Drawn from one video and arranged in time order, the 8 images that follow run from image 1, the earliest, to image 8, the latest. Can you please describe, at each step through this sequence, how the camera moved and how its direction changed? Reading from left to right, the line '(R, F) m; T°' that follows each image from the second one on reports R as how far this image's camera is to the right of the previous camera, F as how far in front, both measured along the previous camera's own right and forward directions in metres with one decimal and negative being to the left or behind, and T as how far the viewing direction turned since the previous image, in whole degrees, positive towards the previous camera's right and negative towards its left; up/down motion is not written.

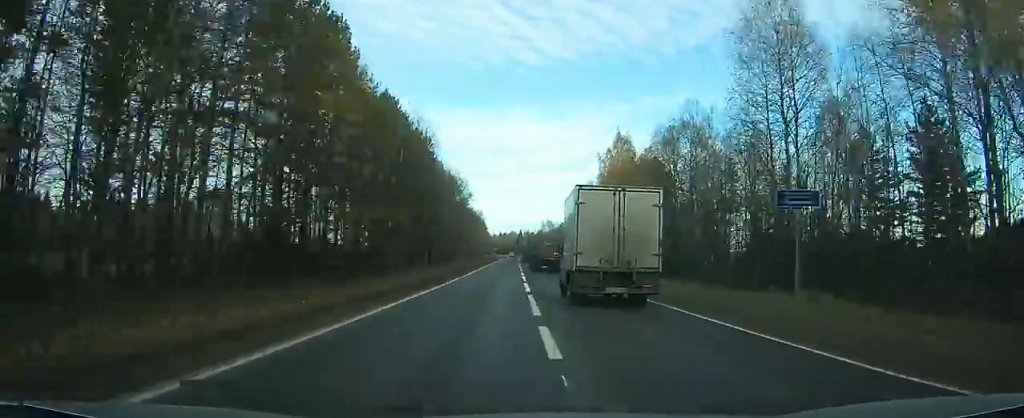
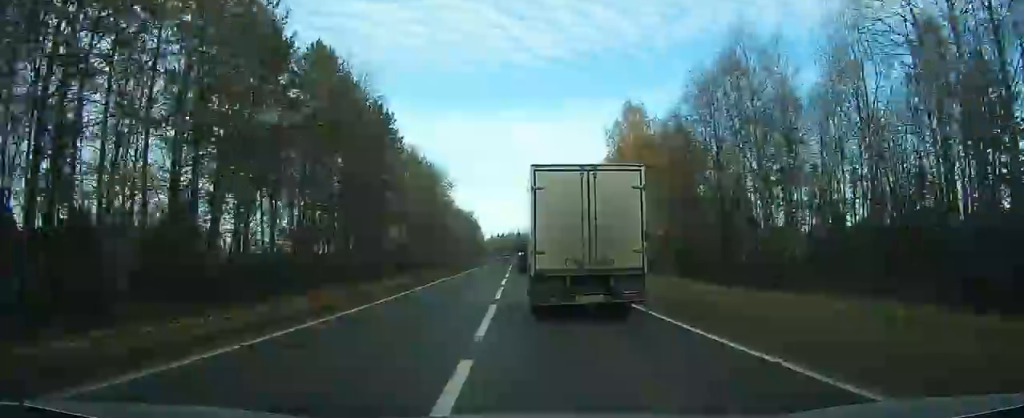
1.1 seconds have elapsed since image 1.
(+0.2, +19.8) m; +1°
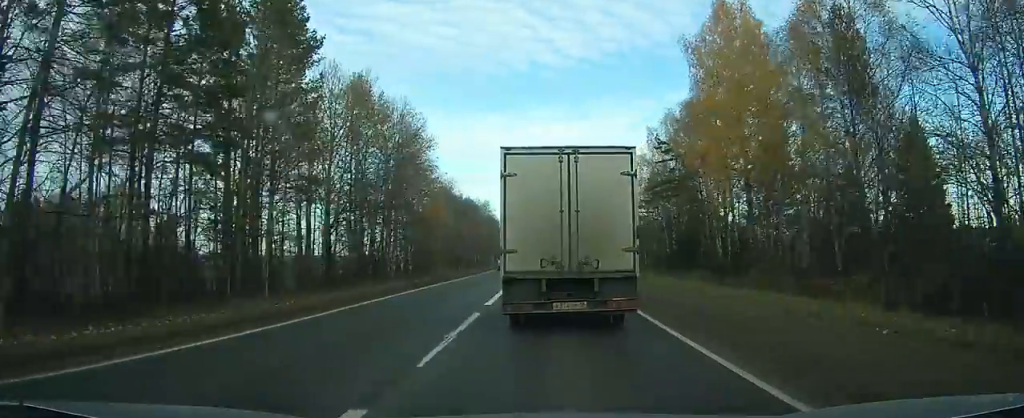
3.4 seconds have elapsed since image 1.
(+0.2, +37.9) m; 0°
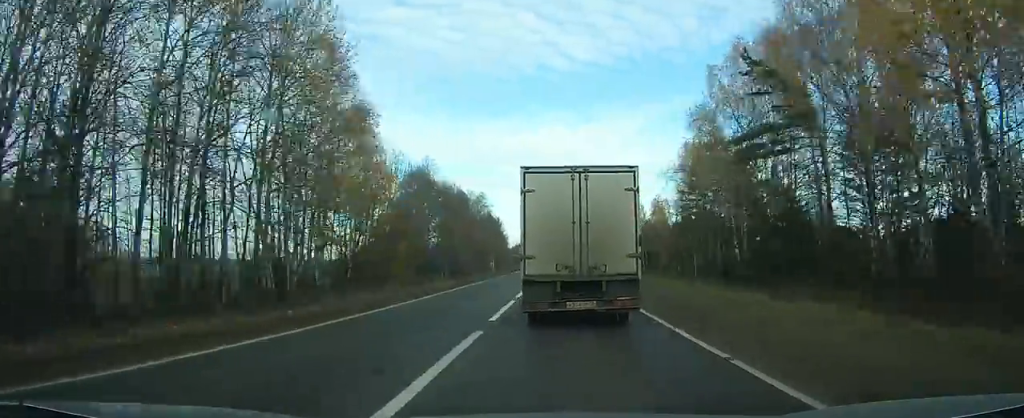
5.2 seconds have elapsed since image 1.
(-0.3, +28.6) m; -1°
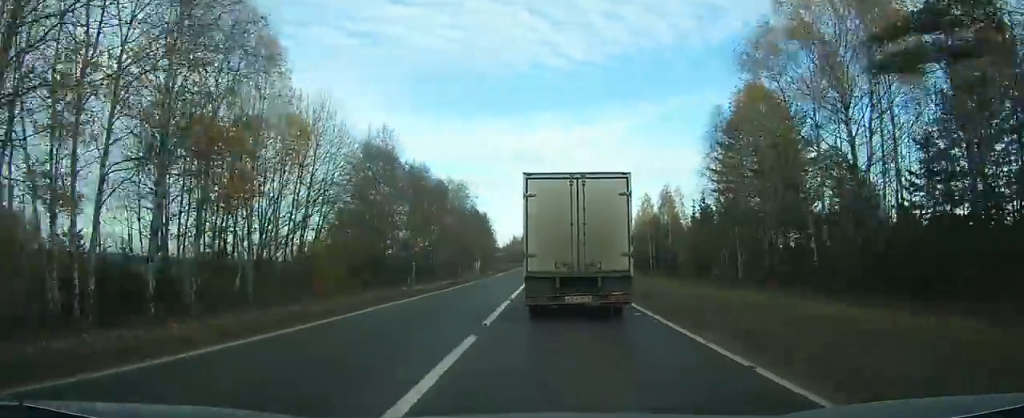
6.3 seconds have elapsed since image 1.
(-0.3, +17.7) m; 0°
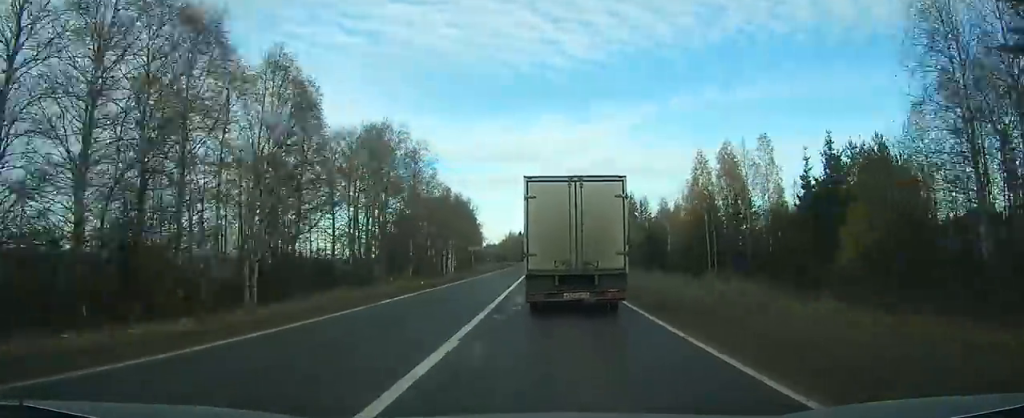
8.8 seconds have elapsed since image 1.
(+0.4, +38.5) m; 0°
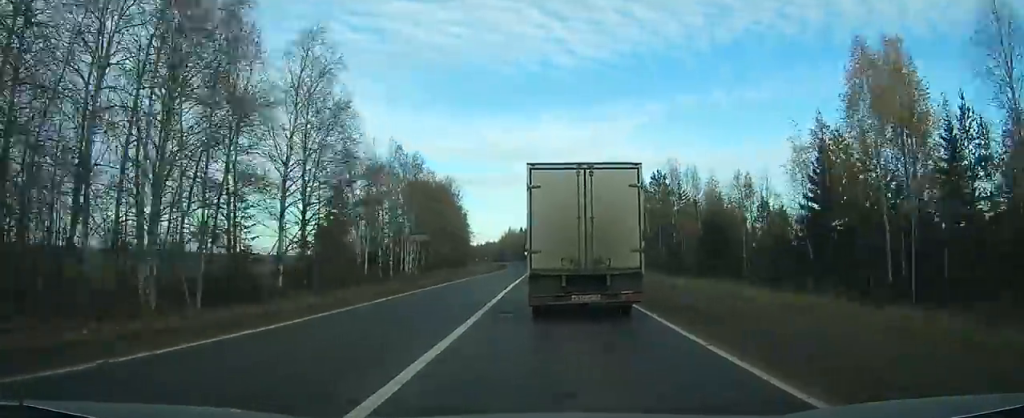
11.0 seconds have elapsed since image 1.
(-0.1, +35.0) m; 0°
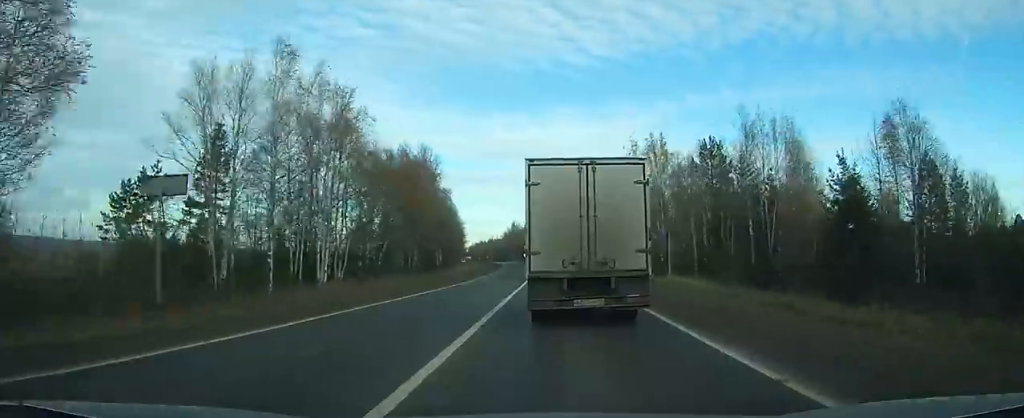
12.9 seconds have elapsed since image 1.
(-0.1, +29.9) m; 0°
